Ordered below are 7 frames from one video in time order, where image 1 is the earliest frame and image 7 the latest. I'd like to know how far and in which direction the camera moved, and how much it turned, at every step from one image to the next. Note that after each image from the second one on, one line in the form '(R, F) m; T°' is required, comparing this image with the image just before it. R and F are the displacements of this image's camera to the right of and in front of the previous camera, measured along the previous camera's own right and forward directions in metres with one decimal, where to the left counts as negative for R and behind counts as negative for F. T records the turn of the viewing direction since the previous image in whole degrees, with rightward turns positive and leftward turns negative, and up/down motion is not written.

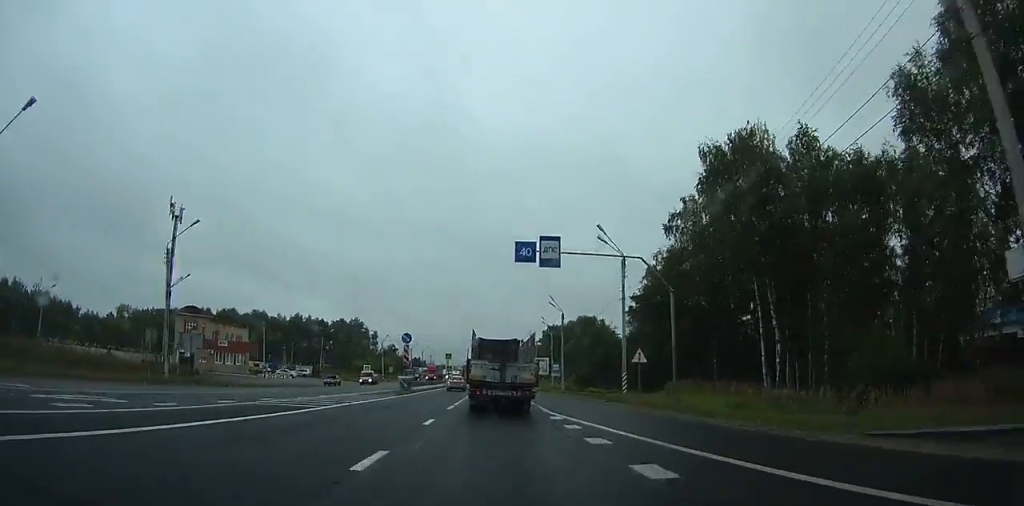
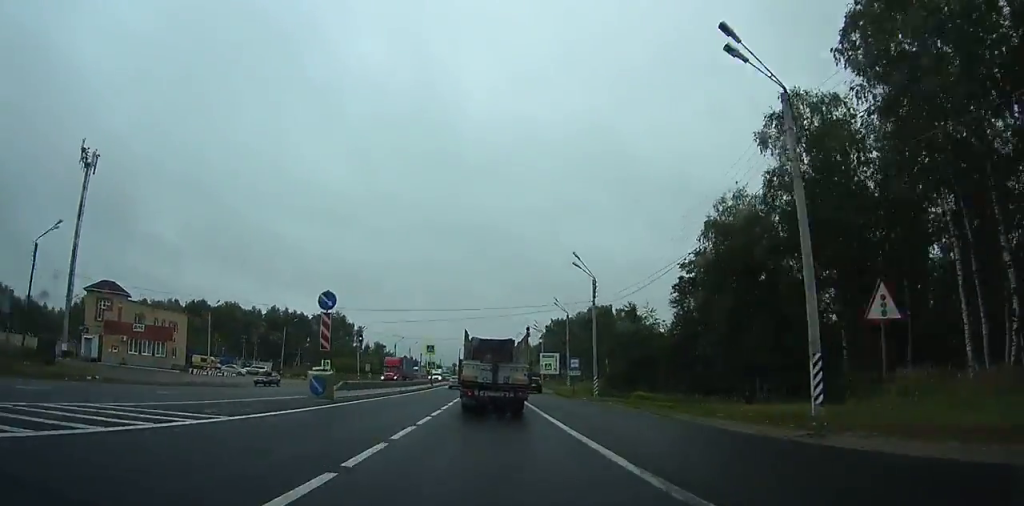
(+0.1, +22.8) m; 0°
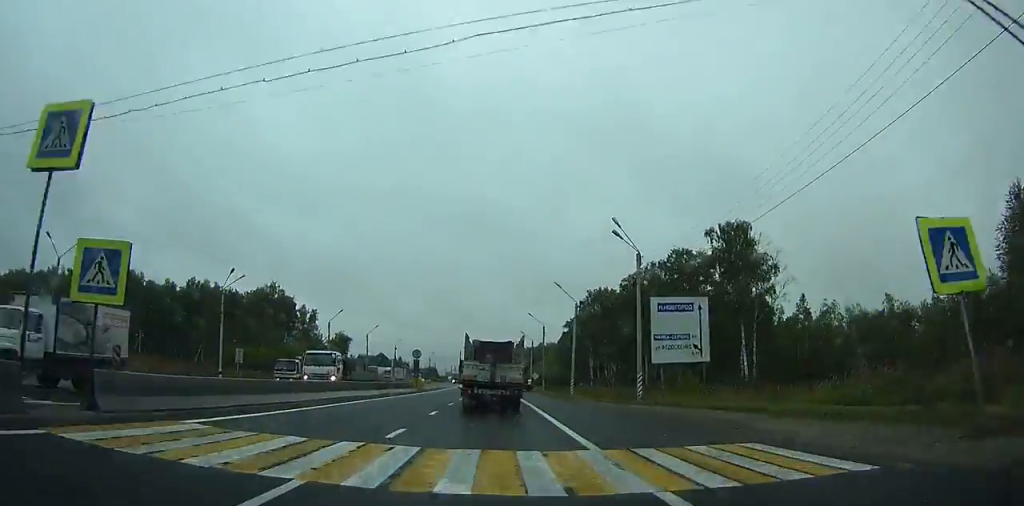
(0.0, +58.7) m; 0°
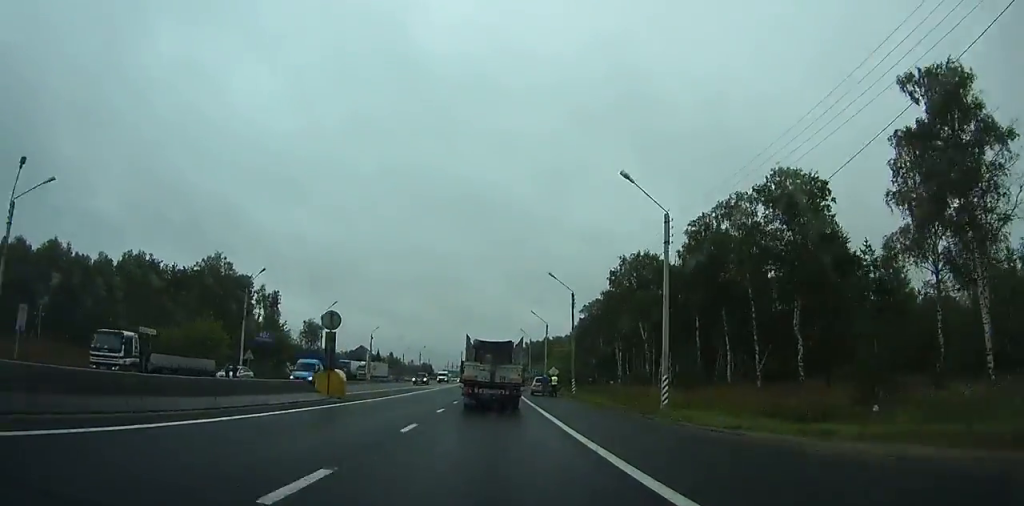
(-0.1, +24.8) m; 0°
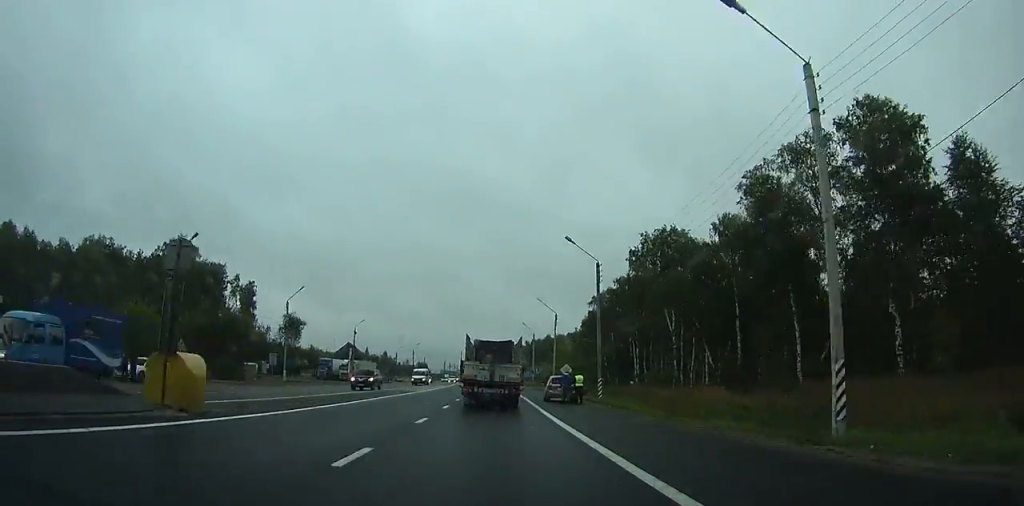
(0.0, +11.7) m; 0°
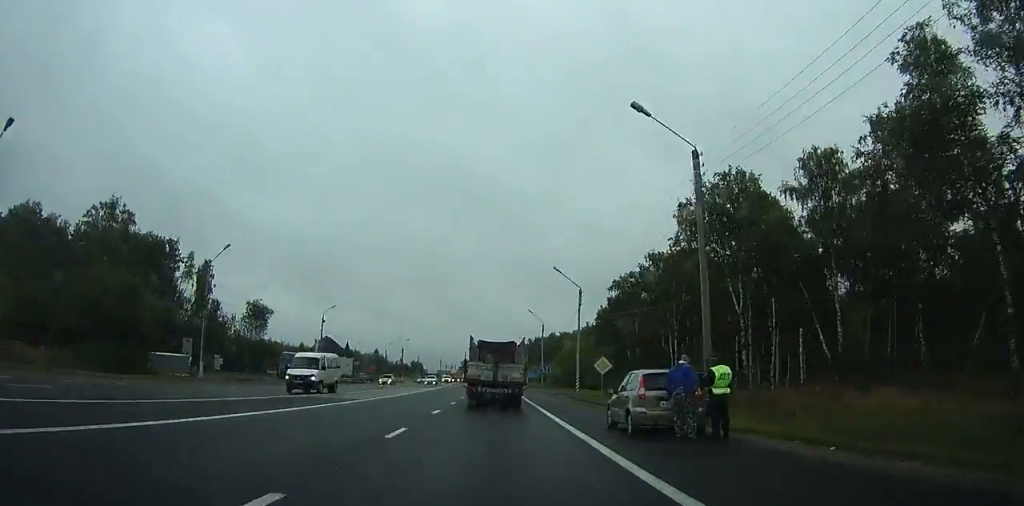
(0.0, +17.9) m; 0°
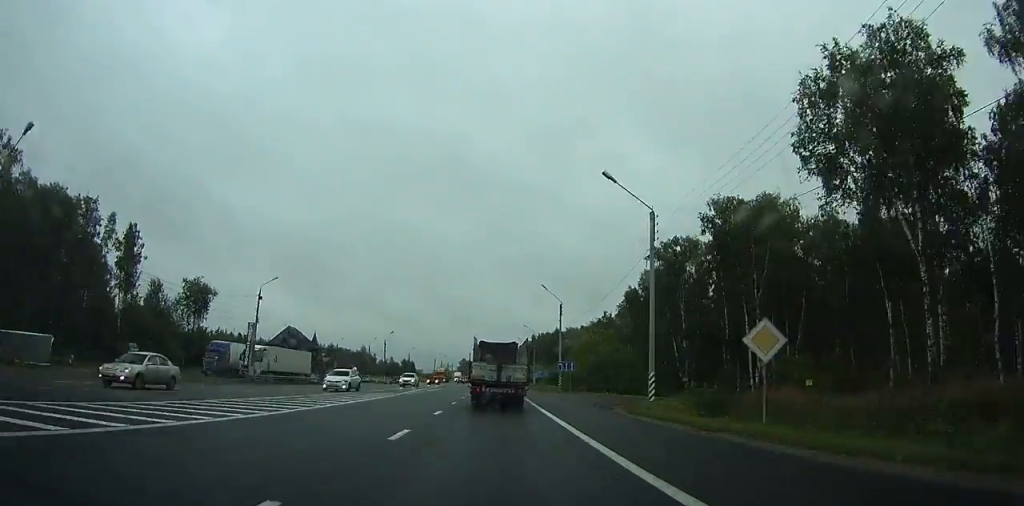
(0.0, +22.3) m; 0°
